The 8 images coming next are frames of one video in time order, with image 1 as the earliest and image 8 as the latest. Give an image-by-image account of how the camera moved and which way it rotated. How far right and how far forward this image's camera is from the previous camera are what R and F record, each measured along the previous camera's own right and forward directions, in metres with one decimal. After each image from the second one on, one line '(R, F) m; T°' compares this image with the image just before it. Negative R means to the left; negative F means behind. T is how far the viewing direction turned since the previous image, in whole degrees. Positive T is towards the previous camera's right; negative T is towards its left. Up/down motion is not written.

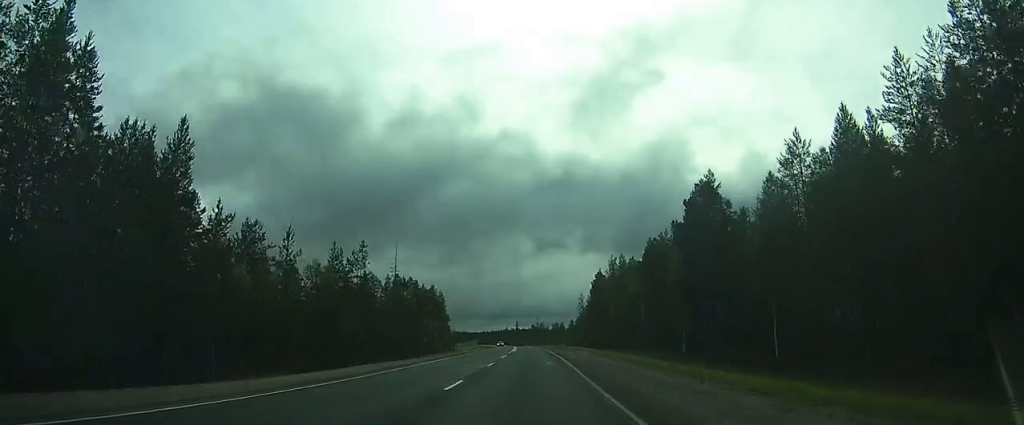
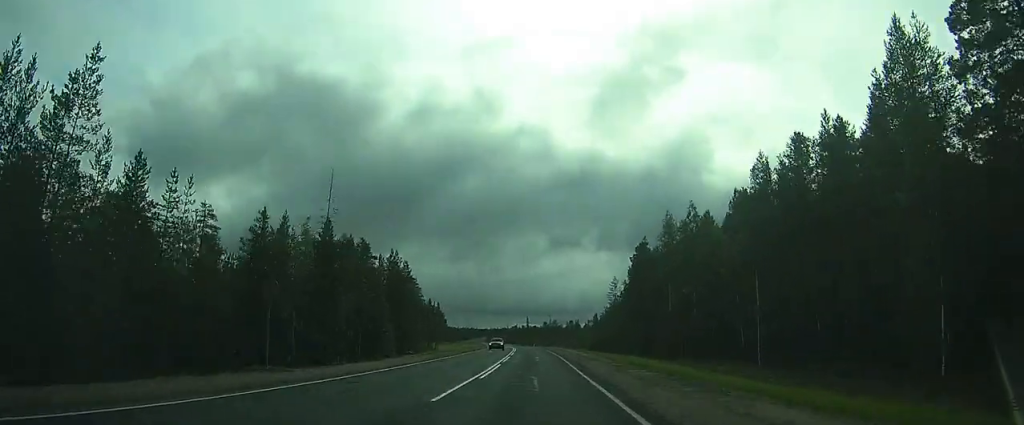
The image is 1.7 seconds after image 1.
(-0.6, +37.1) m; -2°
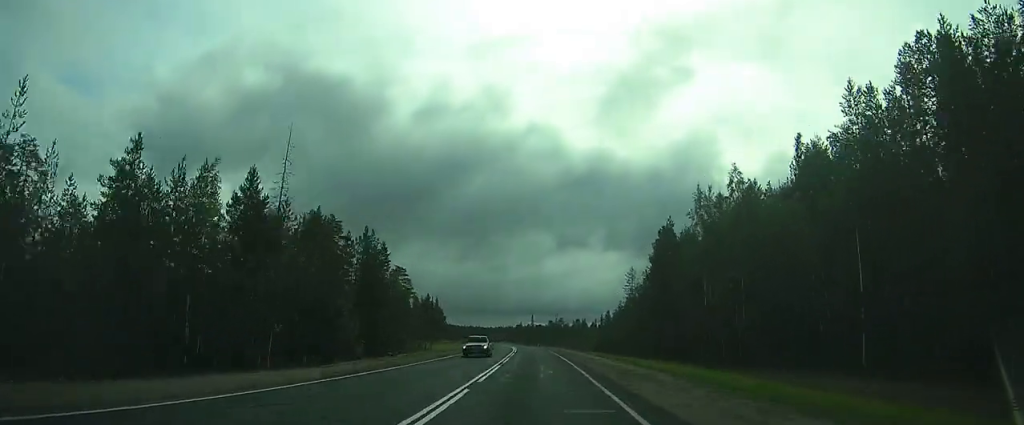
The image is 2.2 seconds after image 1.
(0.0, +12.6) m; 0°
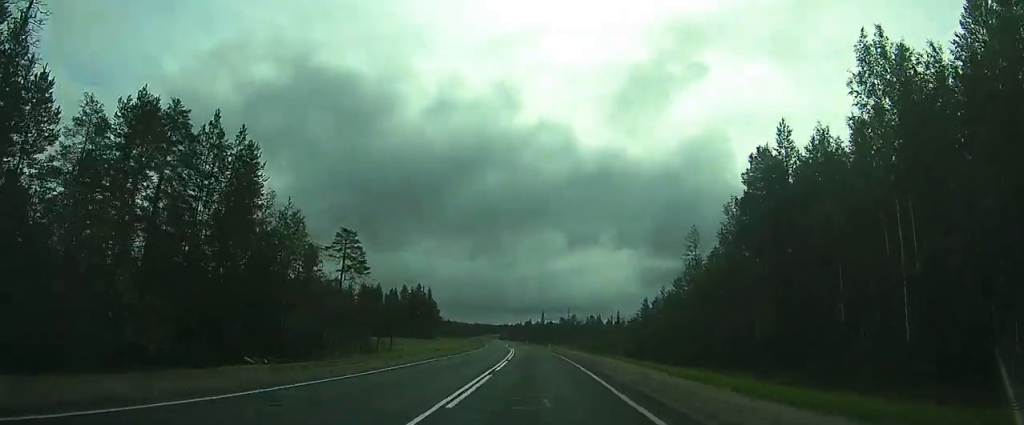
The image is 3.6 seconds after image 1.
(0.0, +29.6) m; -1°
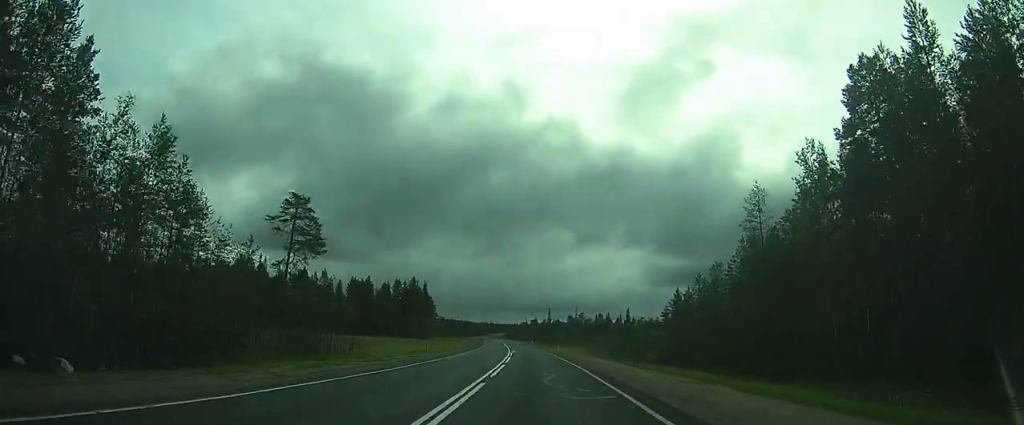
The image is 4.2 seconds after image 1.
(-0.1, +14.8) m; -1°
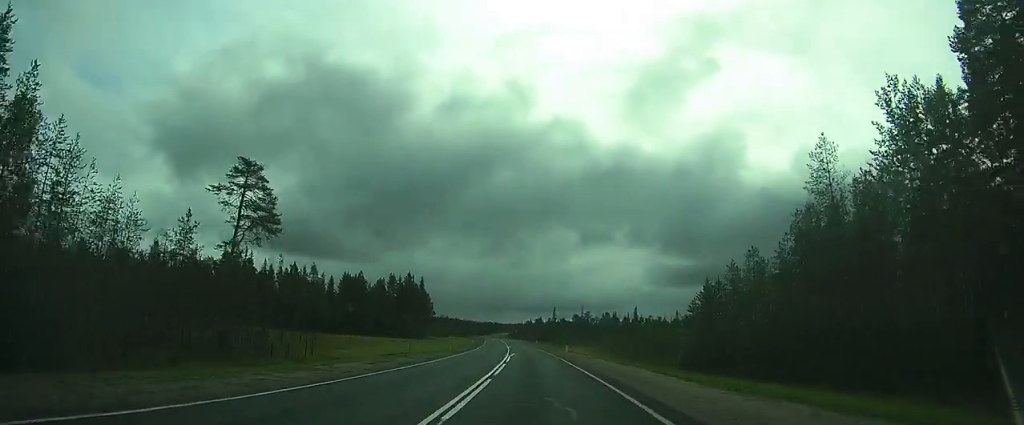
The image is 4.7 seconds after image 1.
(-0.1, +9.6) m; 0°
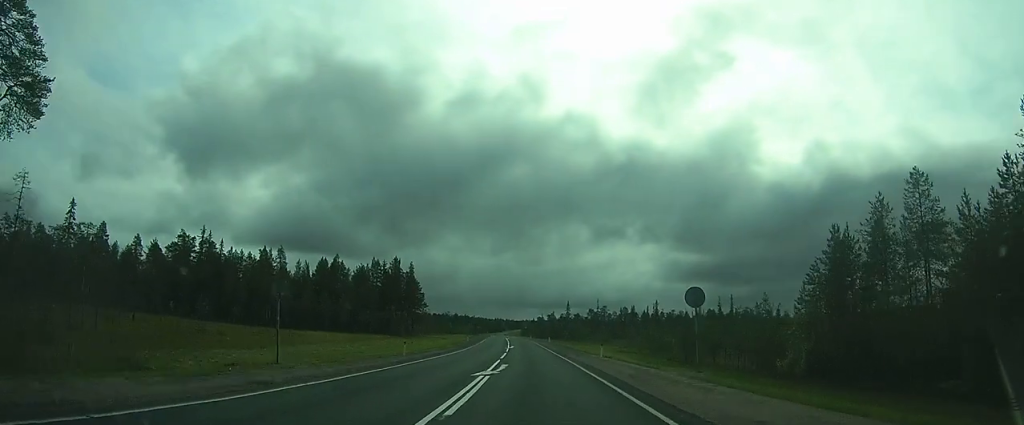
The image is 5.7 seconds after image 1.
(0.0, +23.0) m; 0°
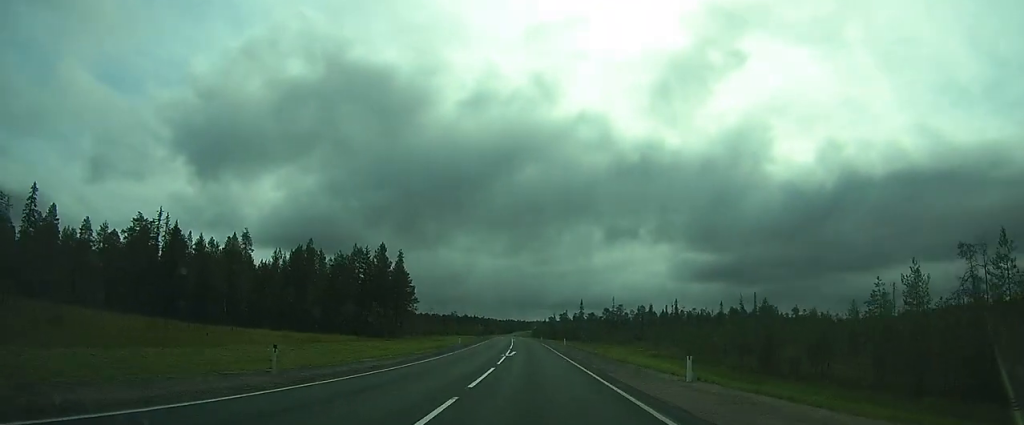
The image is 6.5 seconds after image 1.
(+0.1, +17.9) m; -1°
